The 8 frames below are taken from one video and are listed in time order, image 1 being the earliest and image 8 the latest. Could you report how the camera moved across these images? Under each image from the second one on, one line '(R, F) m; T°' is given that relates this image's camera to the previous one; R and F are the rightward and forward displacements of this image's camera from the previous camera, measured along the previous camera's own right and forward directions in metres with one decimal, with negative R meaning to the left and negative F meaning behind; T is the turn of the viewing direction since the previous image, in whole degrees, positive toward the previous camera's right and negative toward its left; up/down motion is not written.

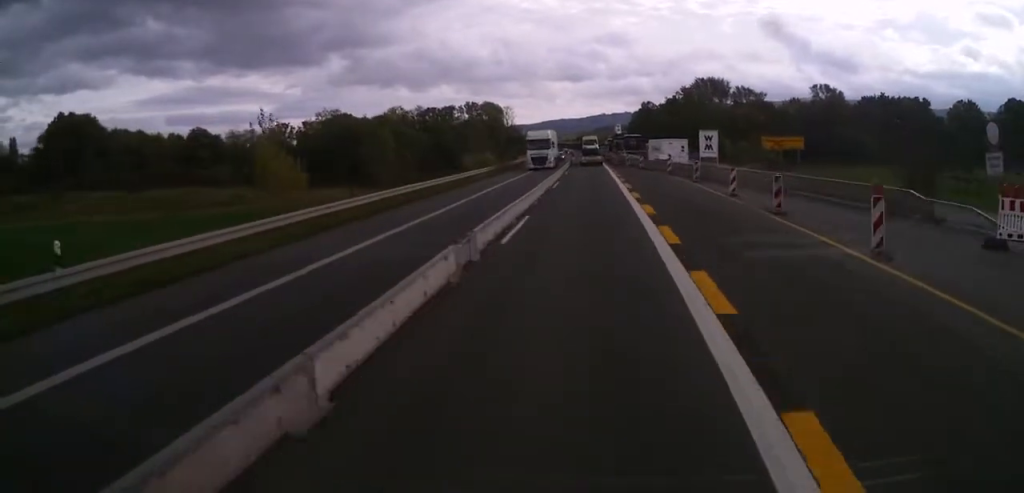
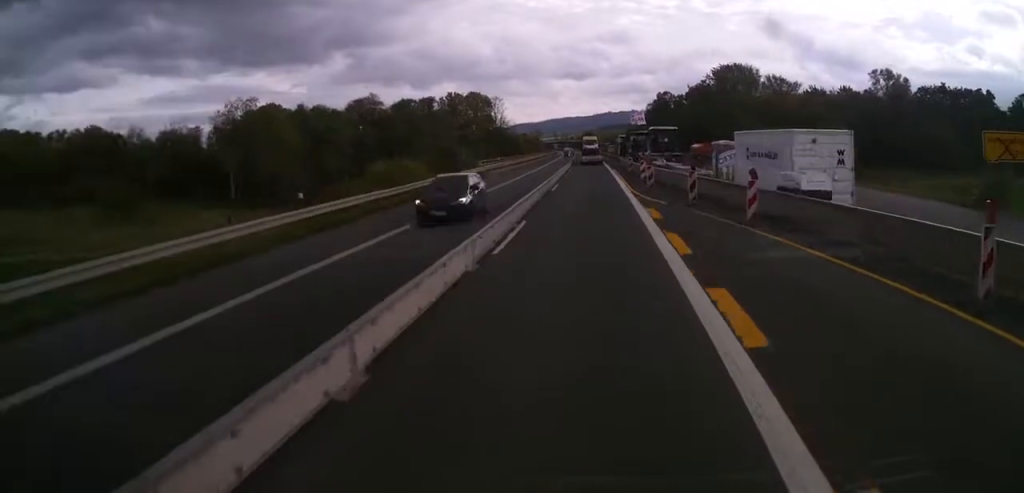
(-0.6, +36.8) m; -1°
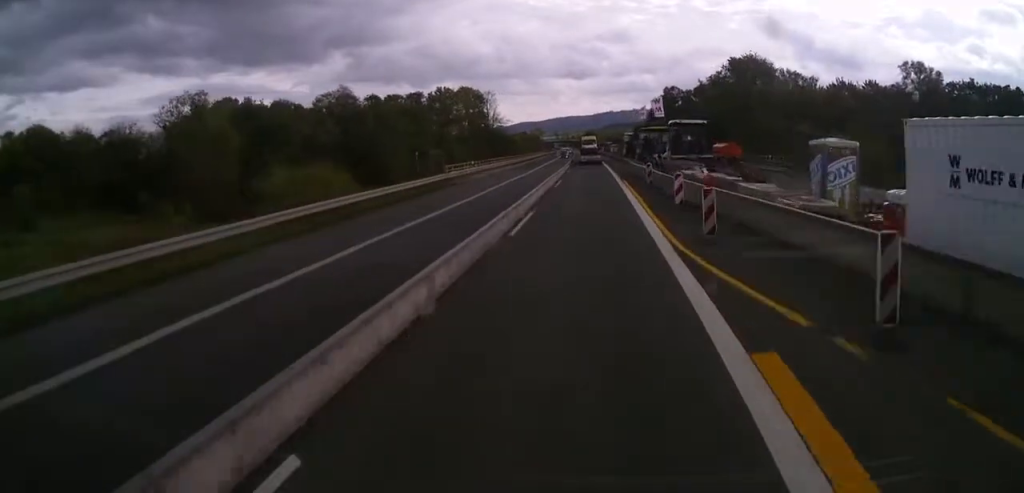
(0.0, +14.9) m; 0°
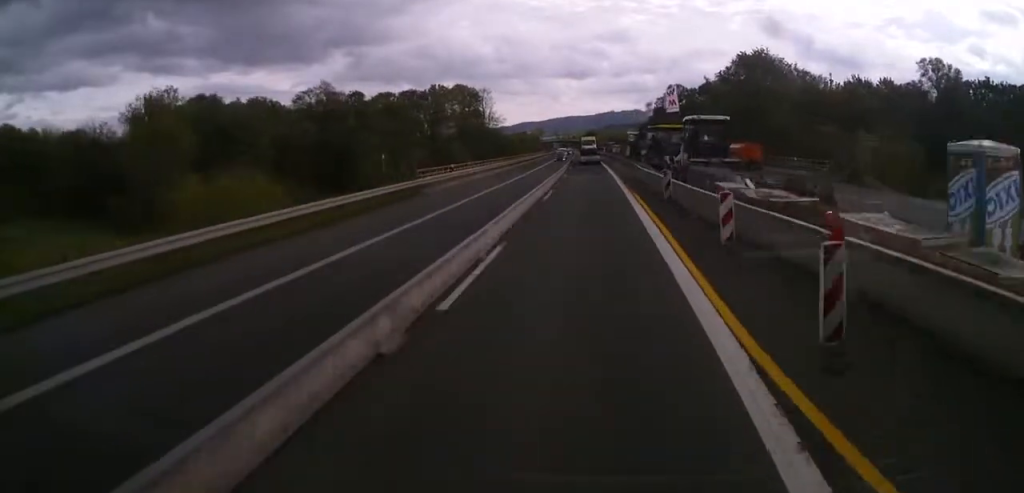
(0.0, +7.5) m; 0°
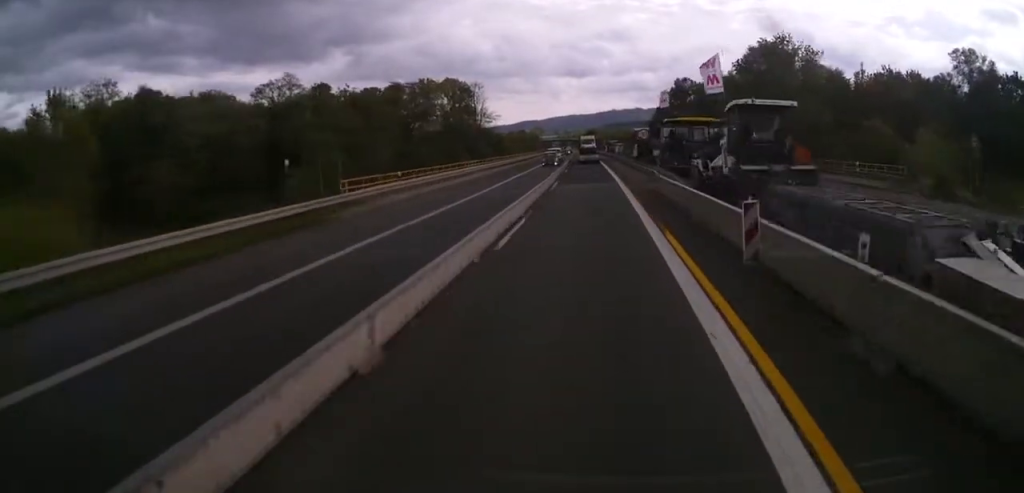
(+0.1, +12.6) m; -1°
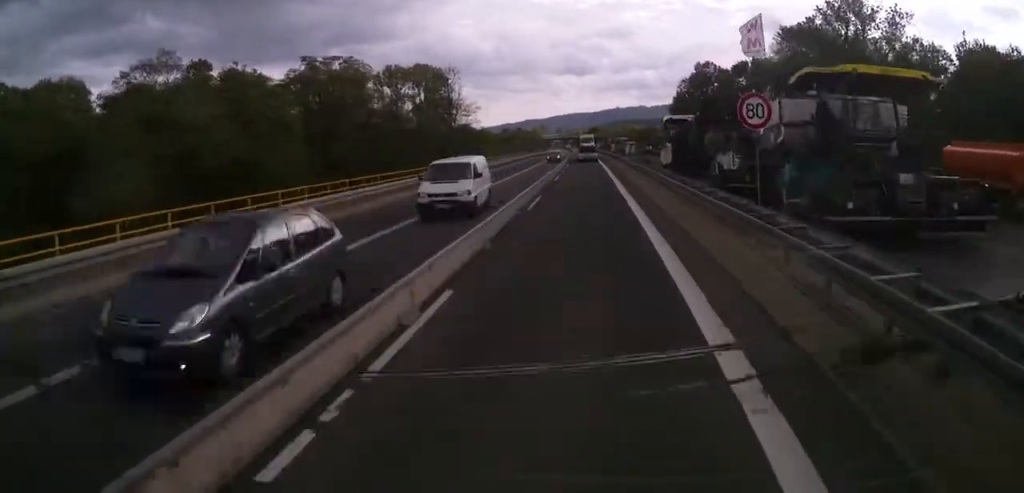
(-0.4, +27.8) m; -1°
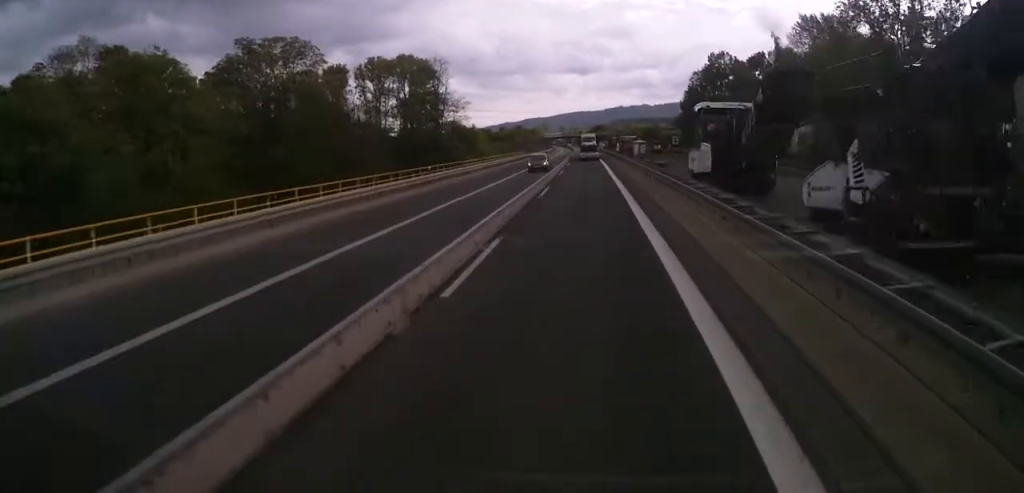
(+0.1, +12.0) m; 0°
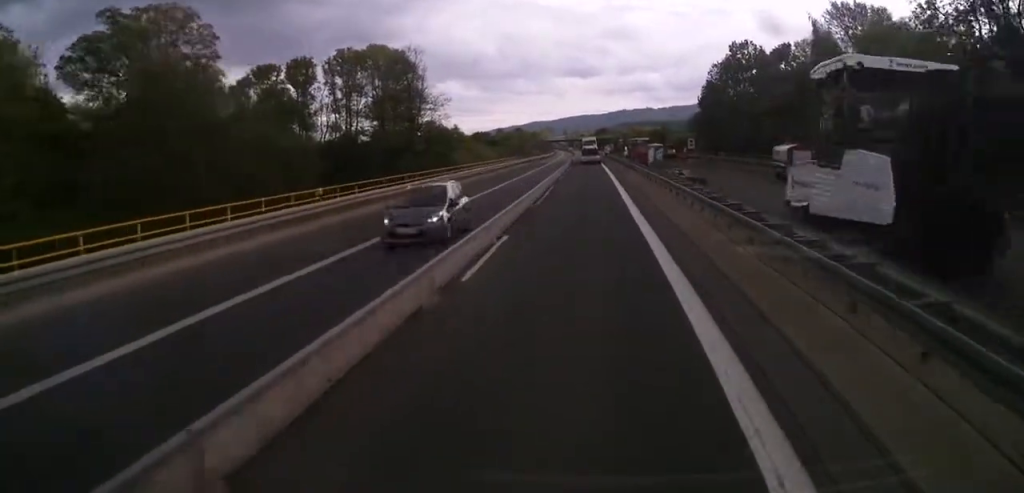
(0.0, +16.0) m; 0°
